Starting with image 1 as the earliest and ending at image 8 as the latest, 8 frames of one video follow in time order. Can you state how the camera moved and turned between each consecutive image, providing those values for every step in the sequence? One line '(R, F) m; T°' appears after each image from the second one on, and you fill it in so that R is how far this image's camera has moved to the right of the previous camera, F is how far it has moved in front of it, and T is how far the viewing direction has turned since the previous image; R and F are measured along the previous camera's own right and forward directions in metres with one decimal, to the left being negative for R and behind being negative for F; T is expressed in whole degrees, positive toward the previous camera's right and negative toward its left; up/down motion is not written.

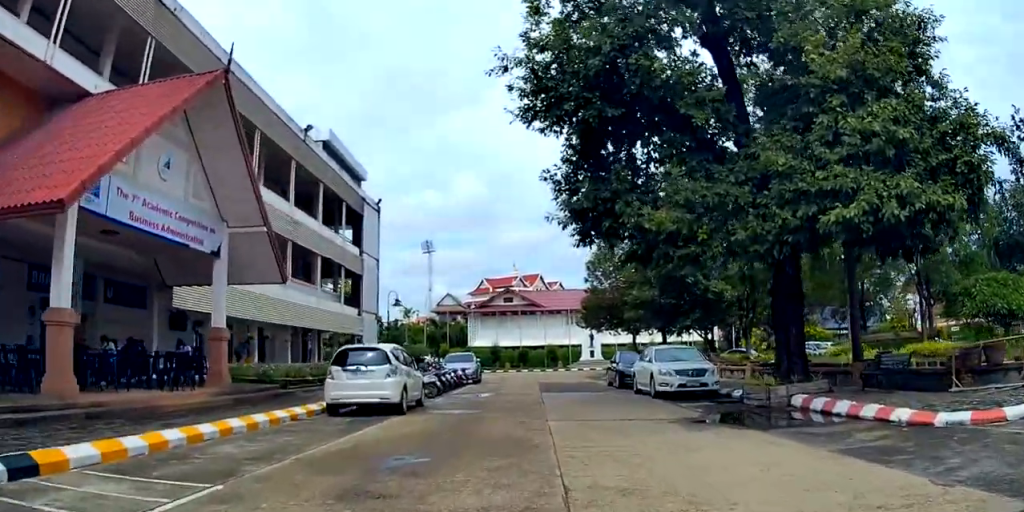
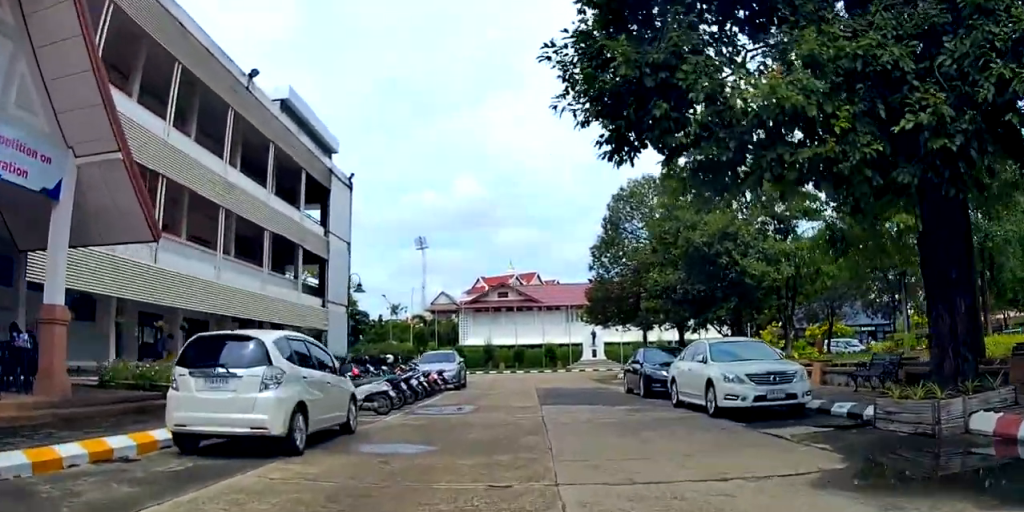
(0.0, +5.7) m; 0°
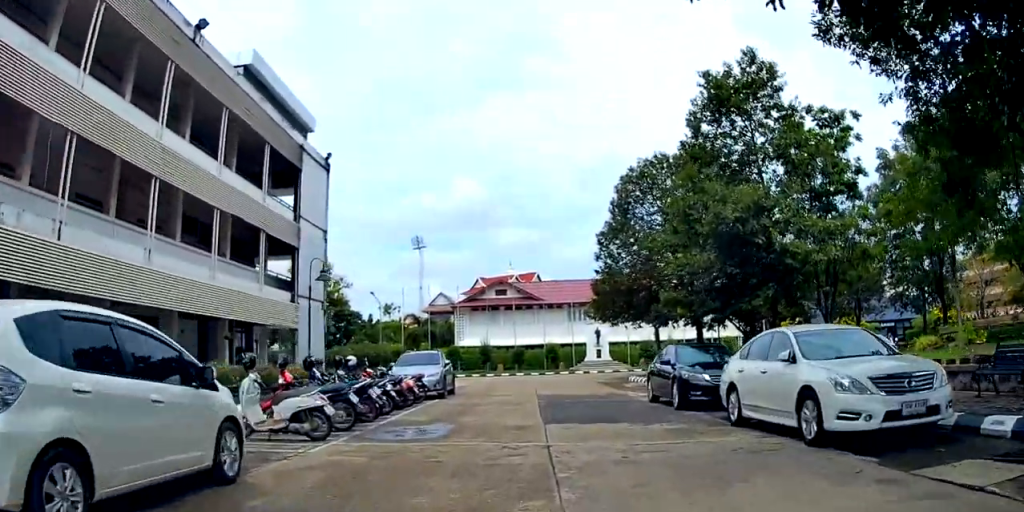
(0.0, +4.0) m; -1°
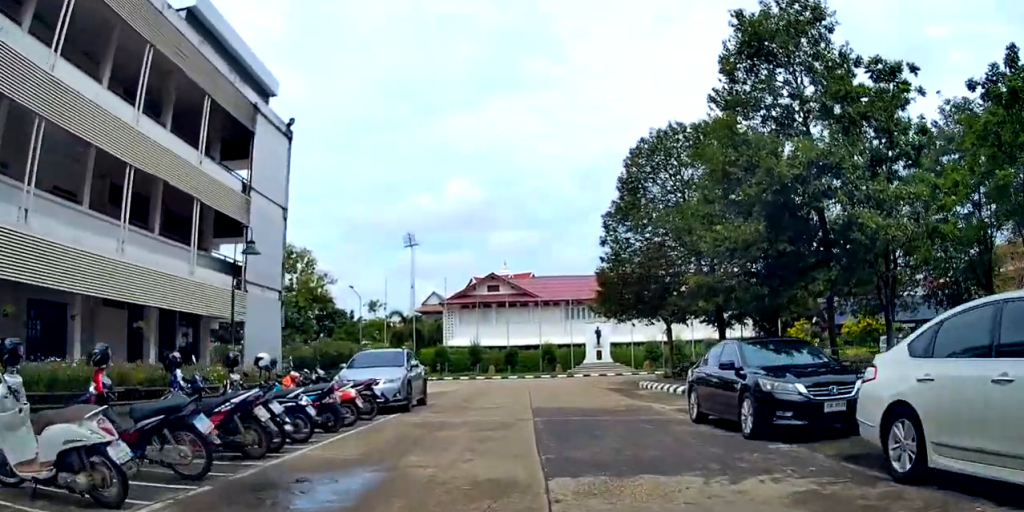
(-0.2, +4.8) m; 0°
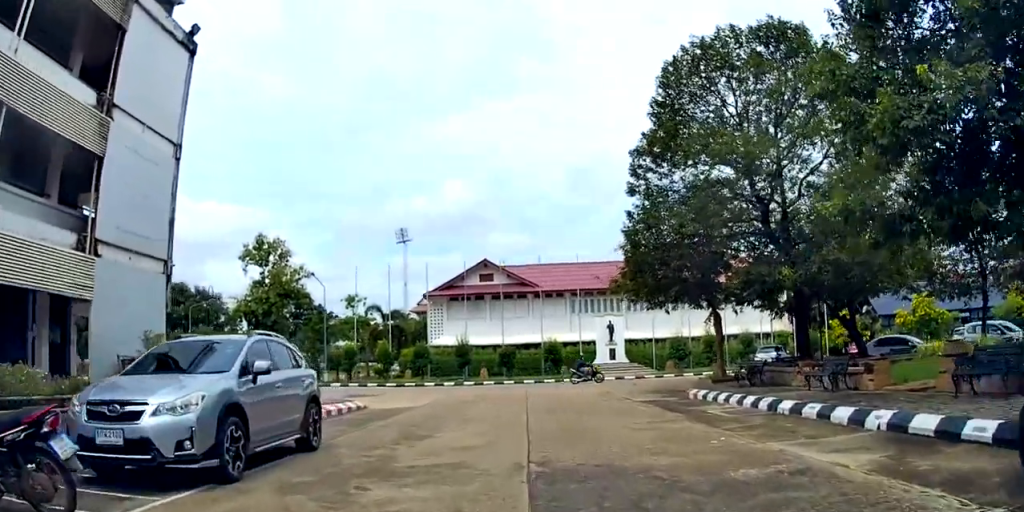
(+0.1, +8.6) m; +1°
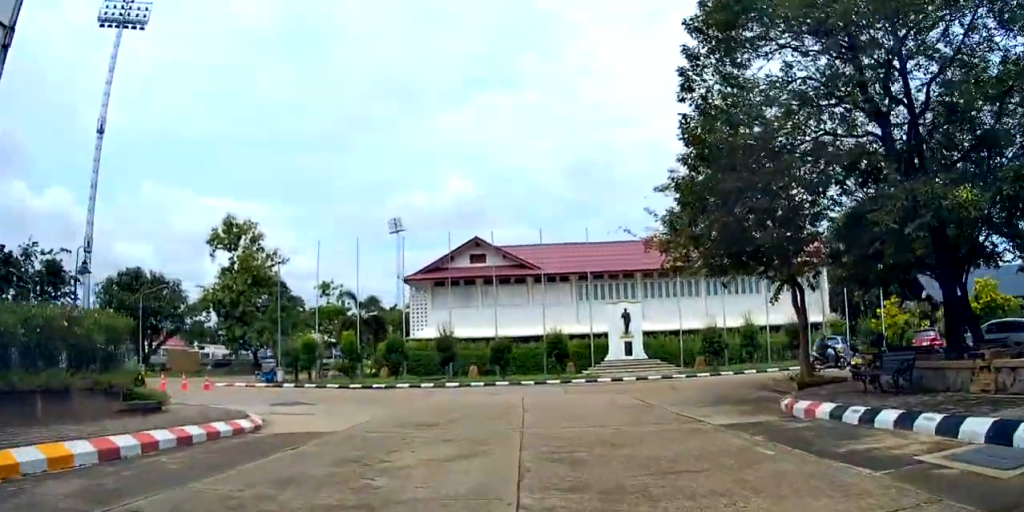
(+0.2, +7.2) m; +2°
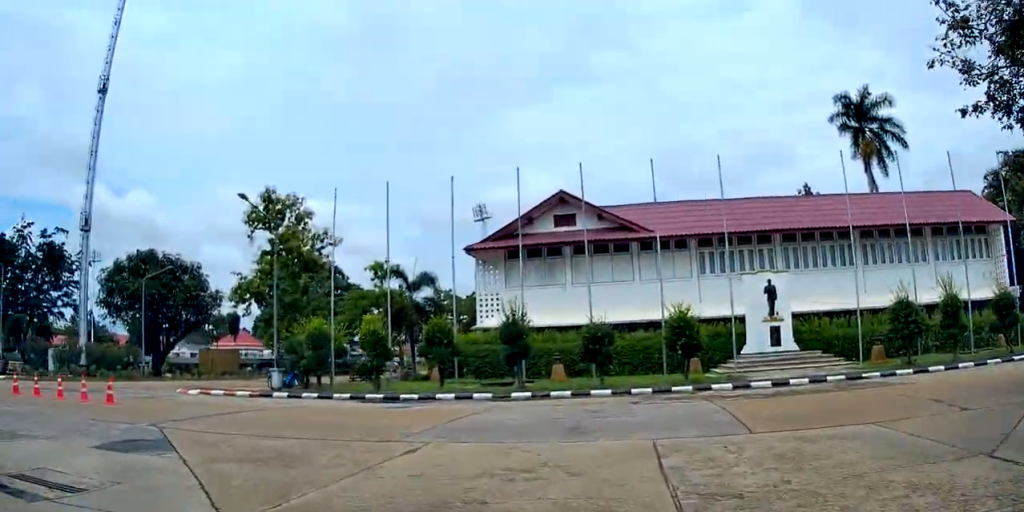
(-1.1, +10.7) m; -14°
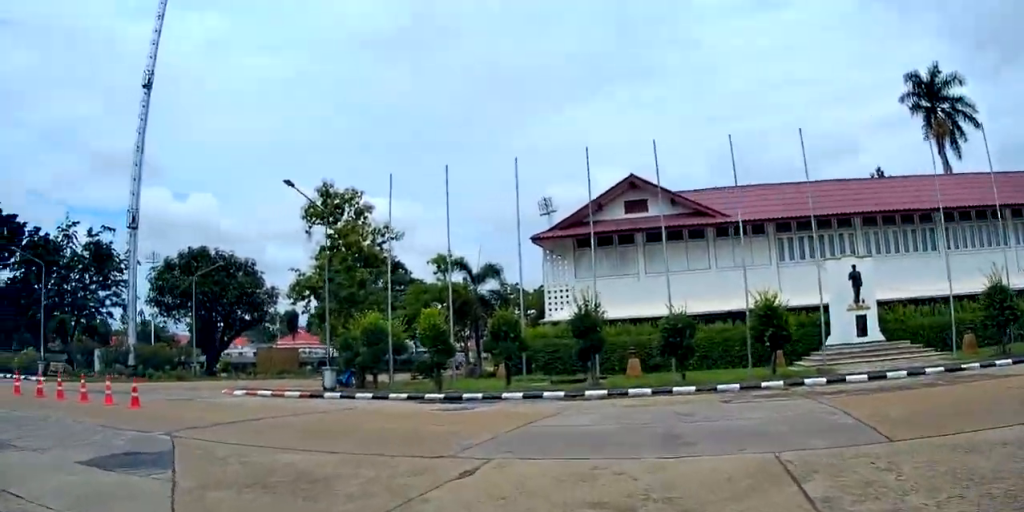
(0.0, +1.5) m; -7°
